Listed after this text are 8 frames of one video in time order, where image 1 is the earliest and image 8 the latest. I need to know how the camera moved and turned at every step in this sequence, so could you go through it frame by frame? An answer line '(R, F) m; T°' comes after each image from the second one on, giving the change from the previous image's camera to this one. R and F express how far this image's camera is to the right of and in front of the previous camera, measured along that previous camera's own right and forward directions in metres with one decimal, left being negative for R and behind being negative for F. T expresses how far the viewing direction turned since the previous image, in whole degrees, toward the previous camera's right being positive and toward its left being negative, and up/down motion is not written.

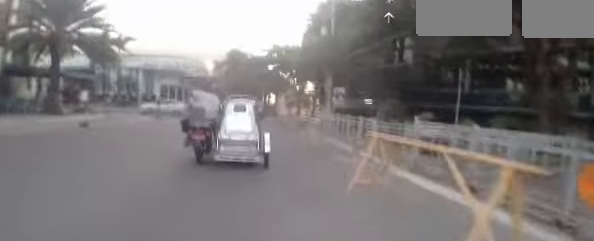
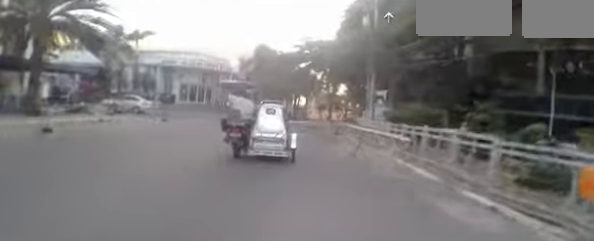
(-0.1, +4.7) m; -2°
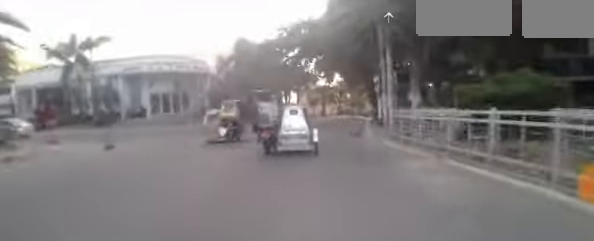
(-0.1, +5.6) m; -3°
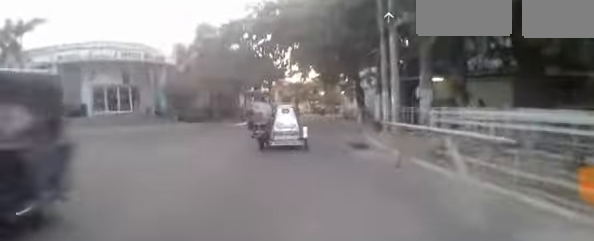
(-0.1, +5.0) m; -1°
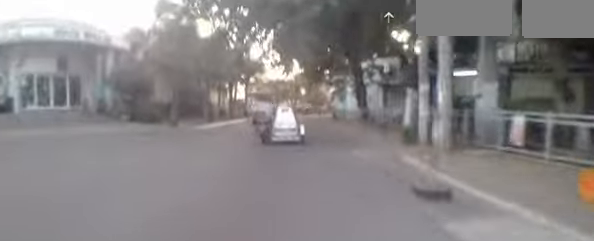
(0.0, +5.7) m; +4°
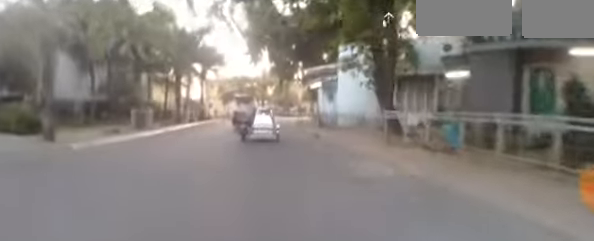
(+0.7, +8.7) m; +5°
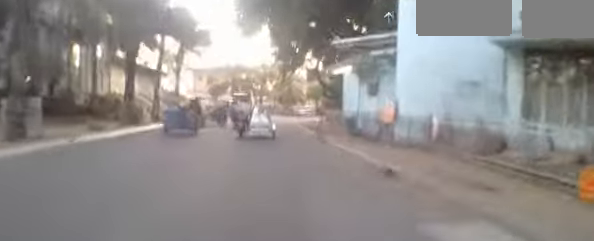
(0.0, +9.1) m; +5°
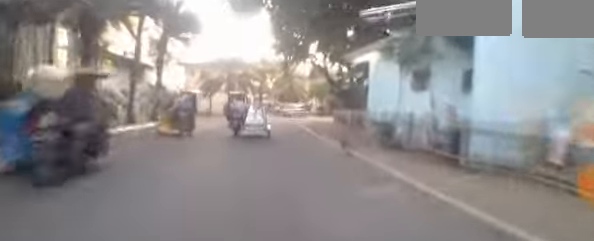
(+0.3, +3.8) m; +1°
